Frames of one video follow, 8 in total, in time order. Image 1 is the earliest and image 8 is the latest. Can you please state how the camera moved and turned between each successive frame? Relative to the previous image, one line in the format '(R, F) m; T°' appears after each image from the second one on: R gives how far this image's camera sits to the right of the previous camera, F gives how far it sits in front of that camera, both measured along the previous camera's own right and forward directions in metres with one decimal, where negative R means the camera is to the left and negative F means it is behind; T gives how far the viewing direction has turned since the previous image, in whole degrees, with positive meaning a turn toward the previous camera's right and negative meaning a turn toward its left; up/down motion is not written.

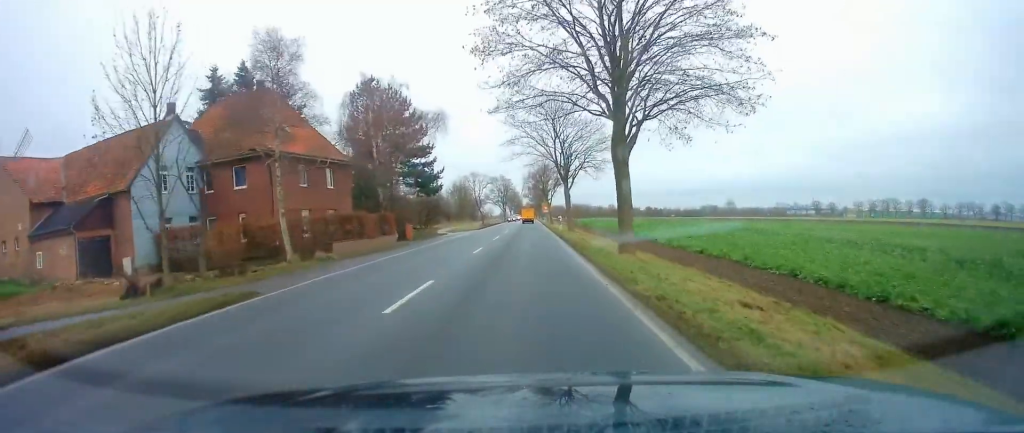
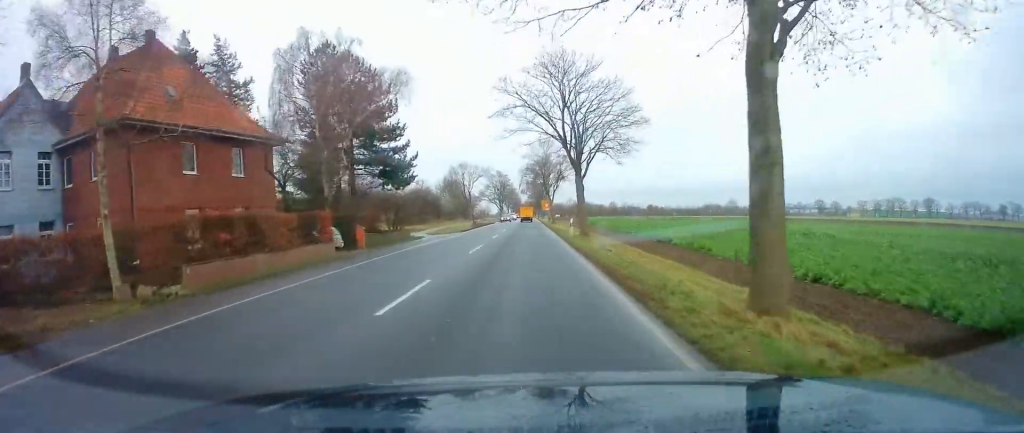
(0.0, +12.2) m; 0°
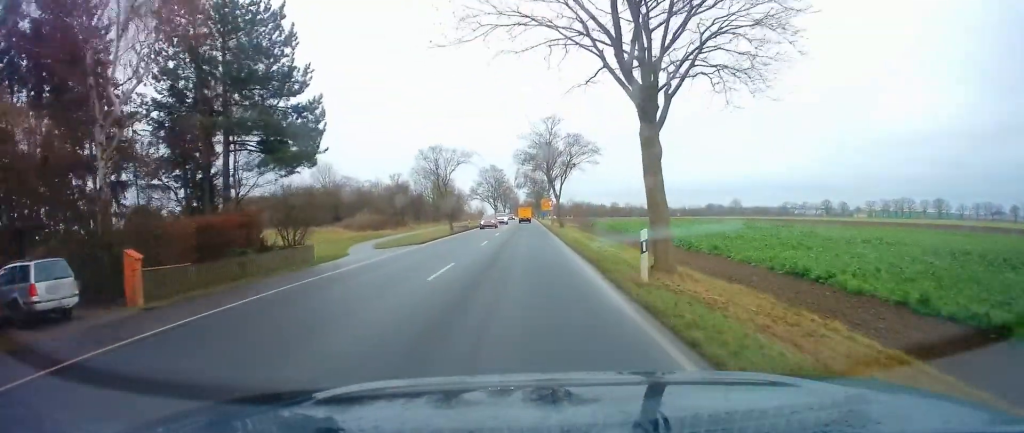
(0.0, +19.6) m; 0°
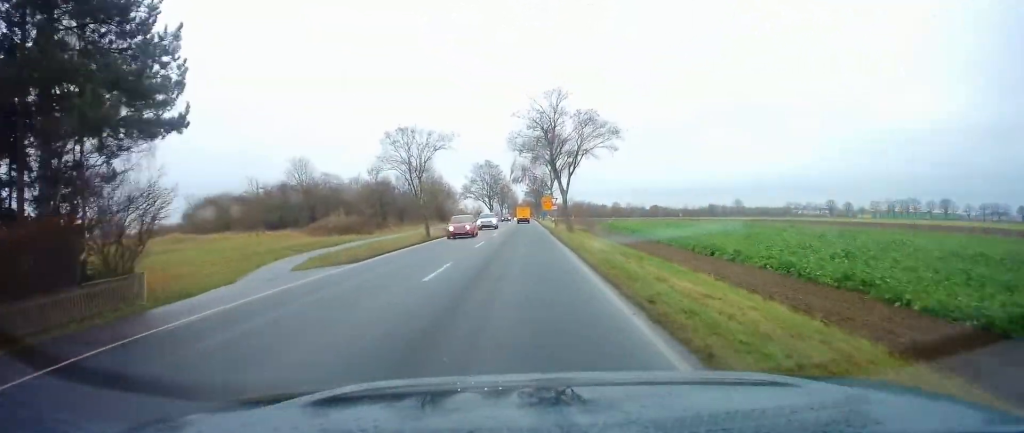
(0.0, +12.1) m; 0°
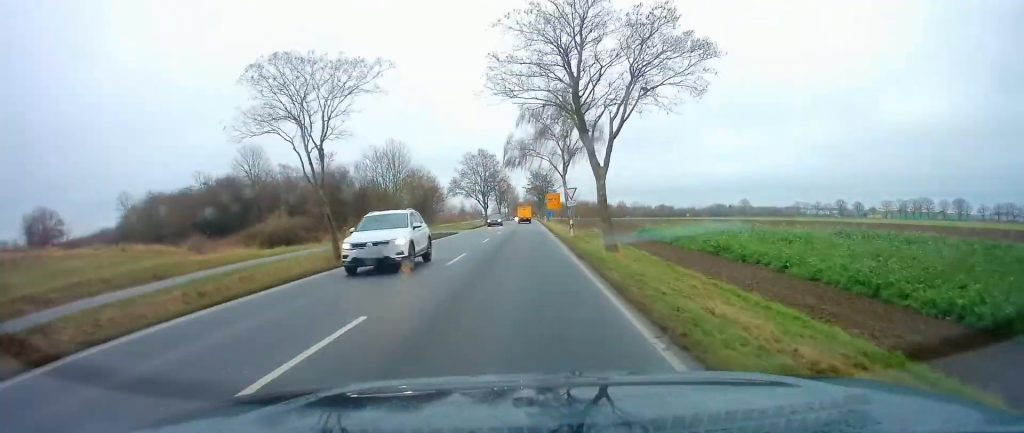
(0.0, +20.3) m; 0°
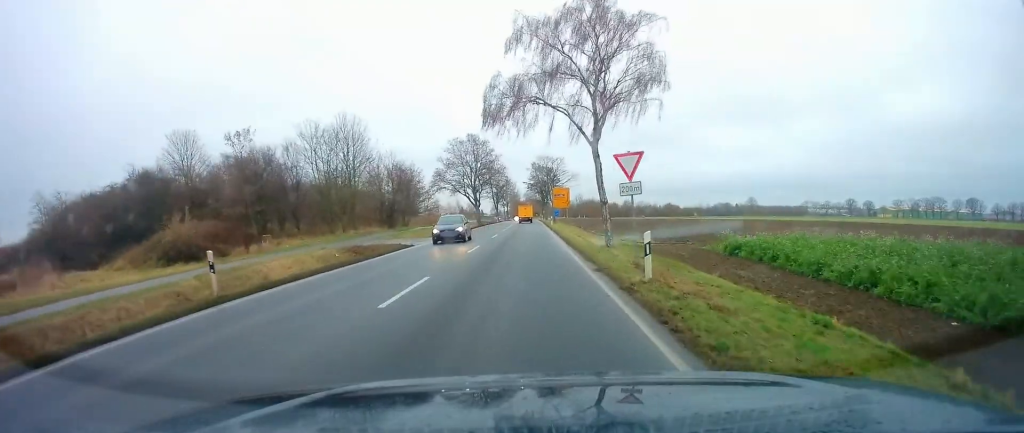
(0.0, +19.2) m; 0°
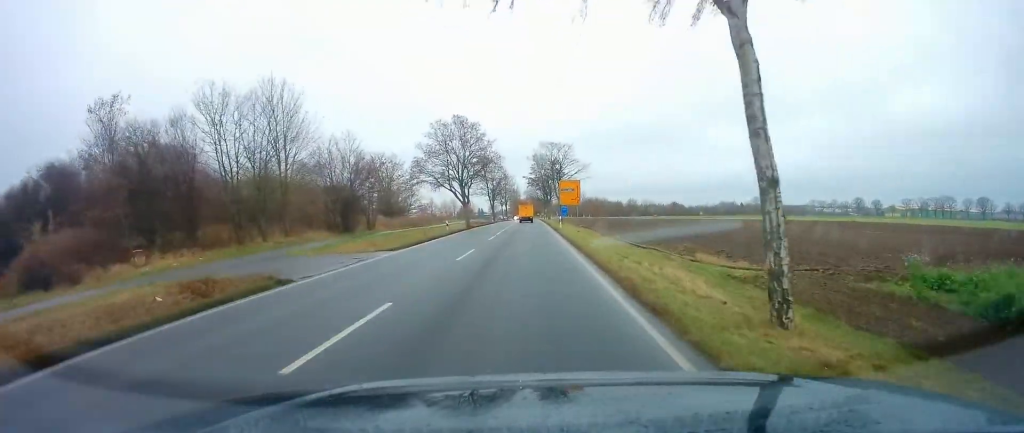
(0.0, +15.6) m; 0°
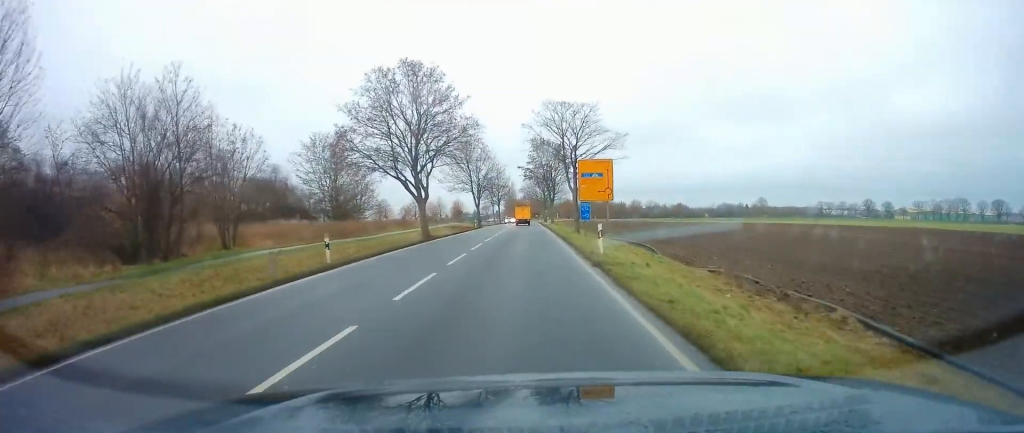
(0.0, +26.1) m; 0°
